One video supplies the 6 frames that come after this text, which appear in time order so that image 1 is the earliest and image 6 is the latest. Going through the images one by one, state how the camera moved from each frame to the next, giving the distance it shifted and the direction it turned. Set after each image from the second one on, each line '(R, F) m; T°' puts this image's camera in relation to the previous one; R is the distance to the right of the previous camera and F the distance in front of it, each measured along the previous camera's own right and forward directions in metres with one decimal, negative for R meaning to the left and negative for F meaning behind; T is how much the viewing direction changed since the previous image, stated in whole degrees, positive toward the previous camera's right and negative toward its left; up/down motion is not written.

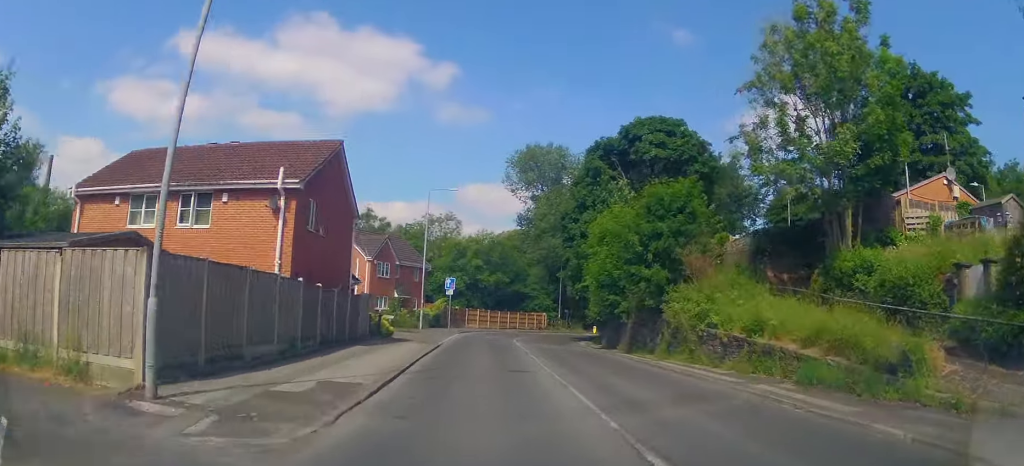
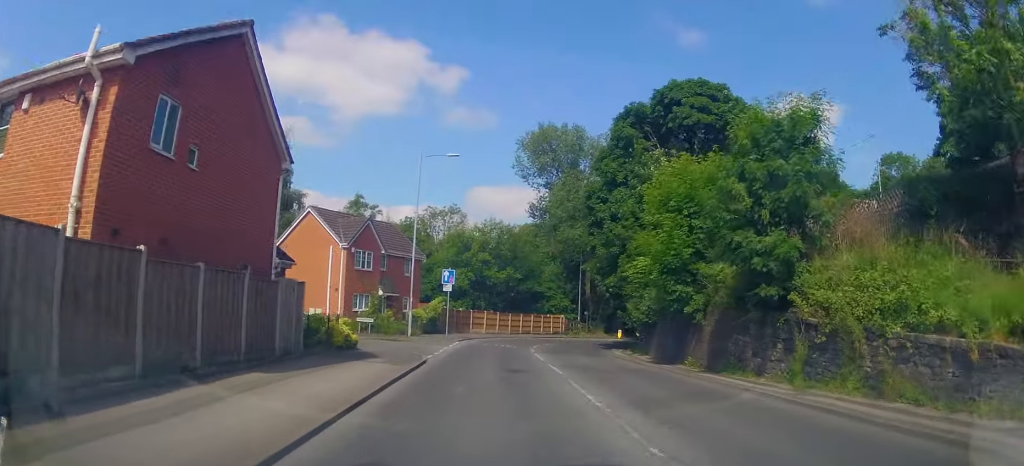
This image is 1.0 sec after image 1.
(-0.1, +9.5) m; -3°
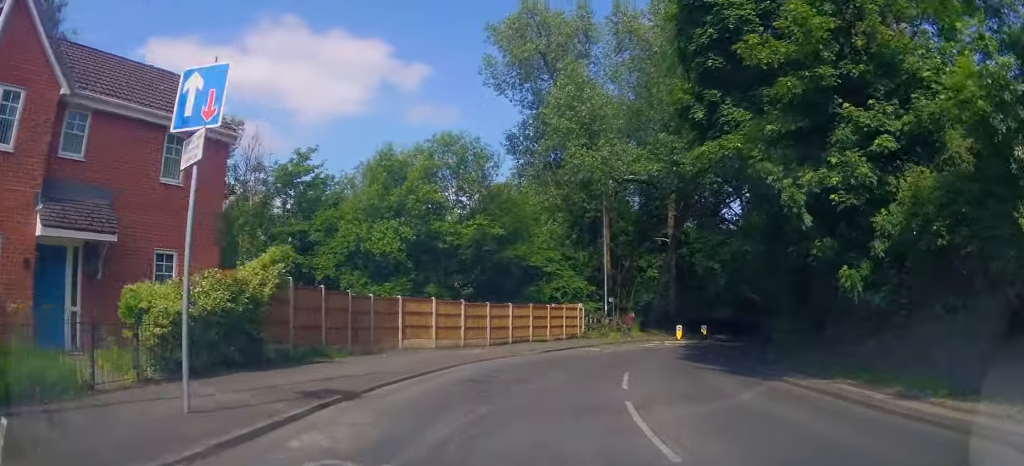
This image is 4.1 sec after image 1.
(+0.9, +27.6) m; +8°
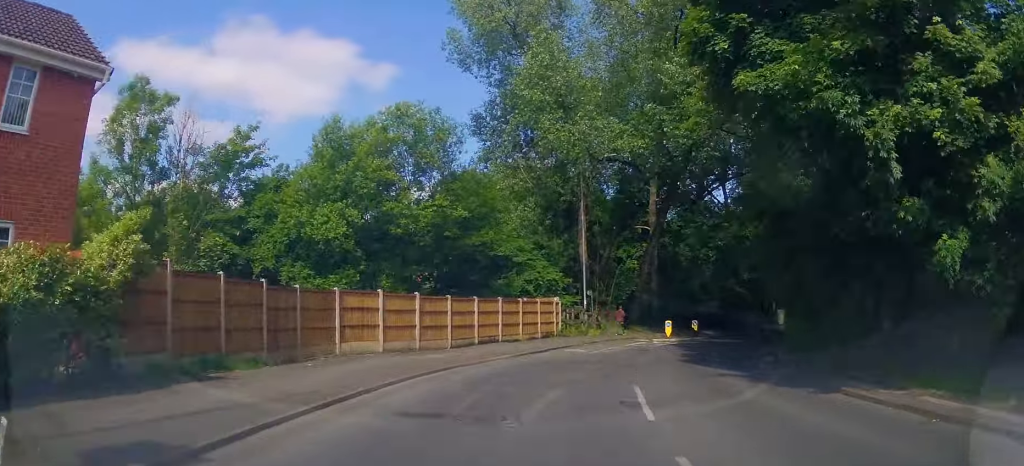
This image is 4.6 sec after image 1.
(+0.1, +4.3) m; +2°
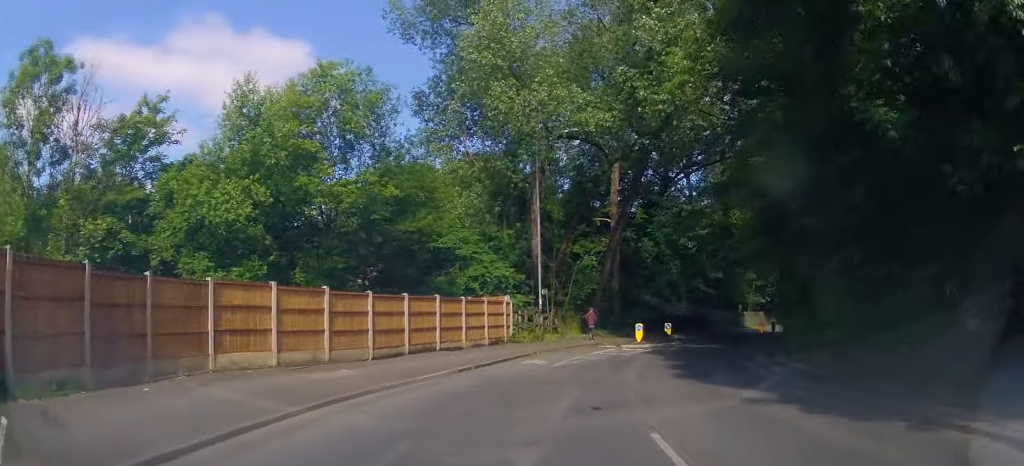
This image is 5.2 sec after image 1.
(-0.1, +4.9) m; +2°
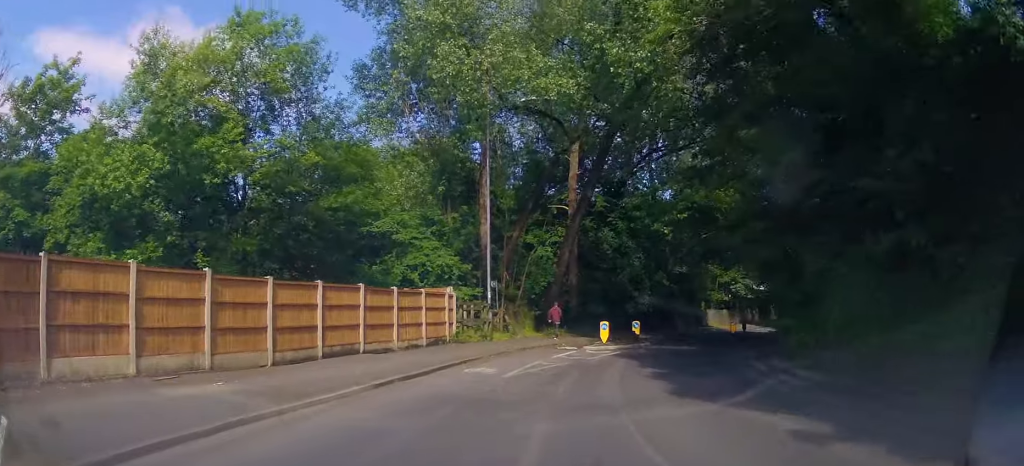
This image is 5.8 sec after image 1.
(+0.2, +3.8) m; +4°
